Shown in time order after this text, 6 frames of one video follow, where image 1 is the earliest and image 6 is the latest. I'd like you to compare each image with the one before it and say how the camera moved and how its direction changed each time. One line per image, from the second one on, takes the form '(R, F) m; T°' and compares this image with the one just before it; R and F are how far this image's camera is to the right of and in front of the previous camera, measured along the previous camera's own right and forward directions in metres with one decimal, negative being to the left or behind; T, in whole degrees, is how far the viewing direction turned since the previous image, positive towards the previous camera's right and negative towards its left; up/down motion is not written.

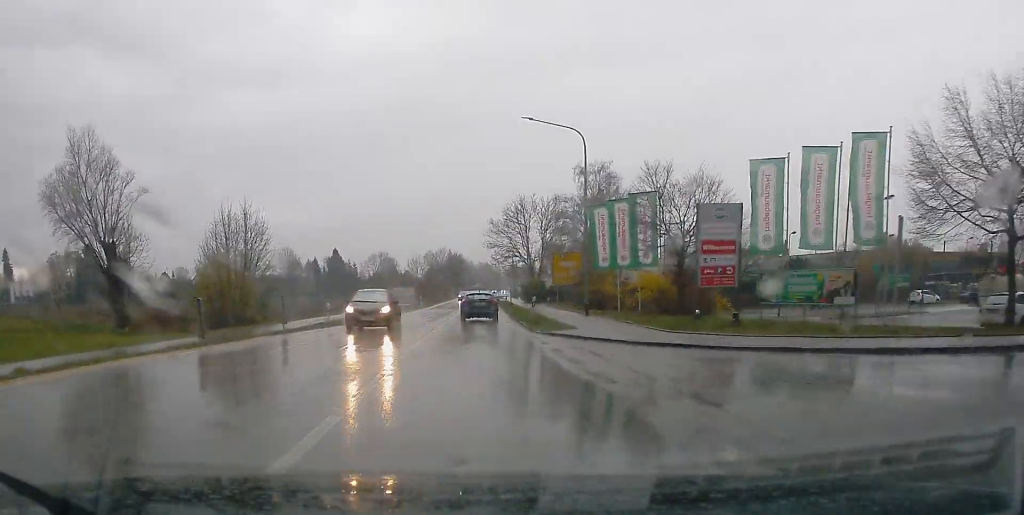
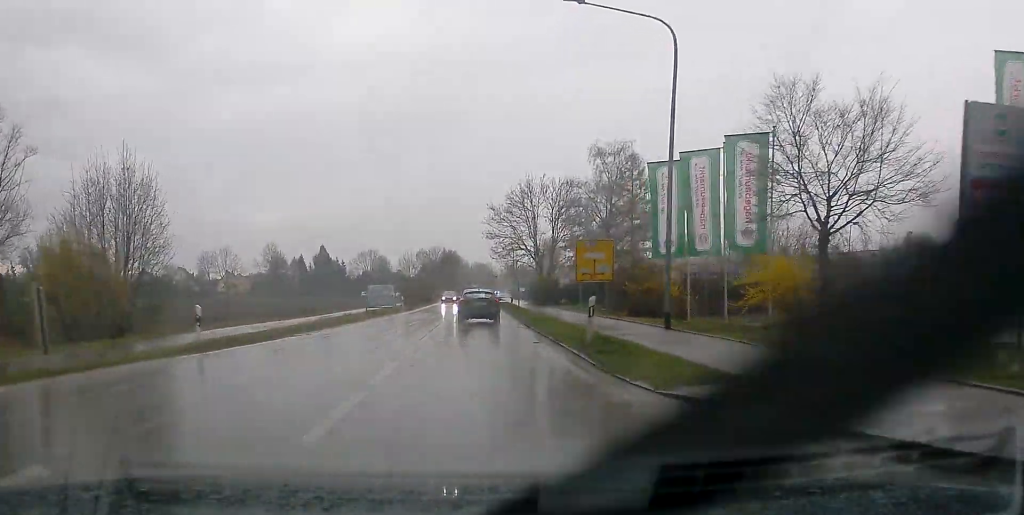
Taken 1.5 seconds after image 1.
(-0.1, +16.8) m; 0°
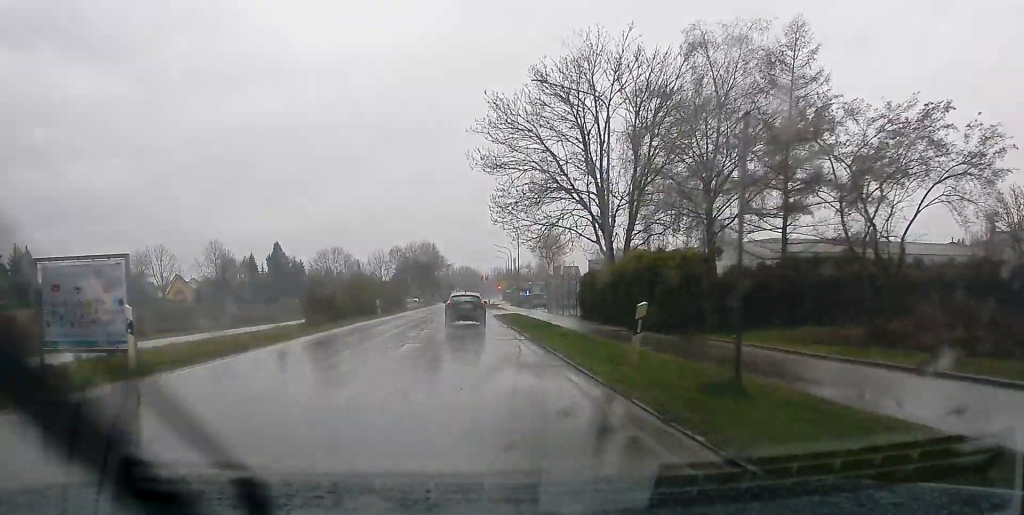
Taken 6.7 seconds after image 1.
(+0.2, +48.7) m; -1°
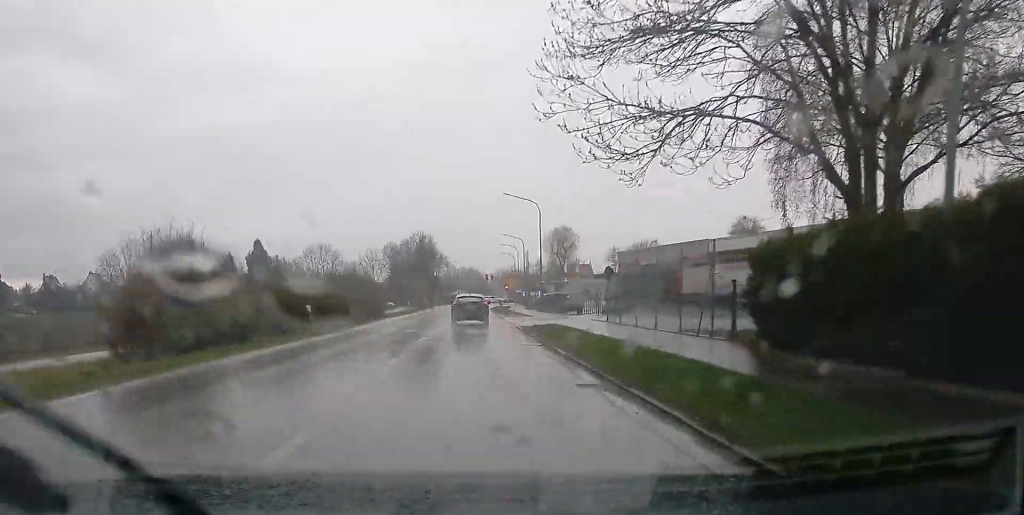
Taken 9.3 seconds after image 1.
(0.0, +23.6) m; +2°
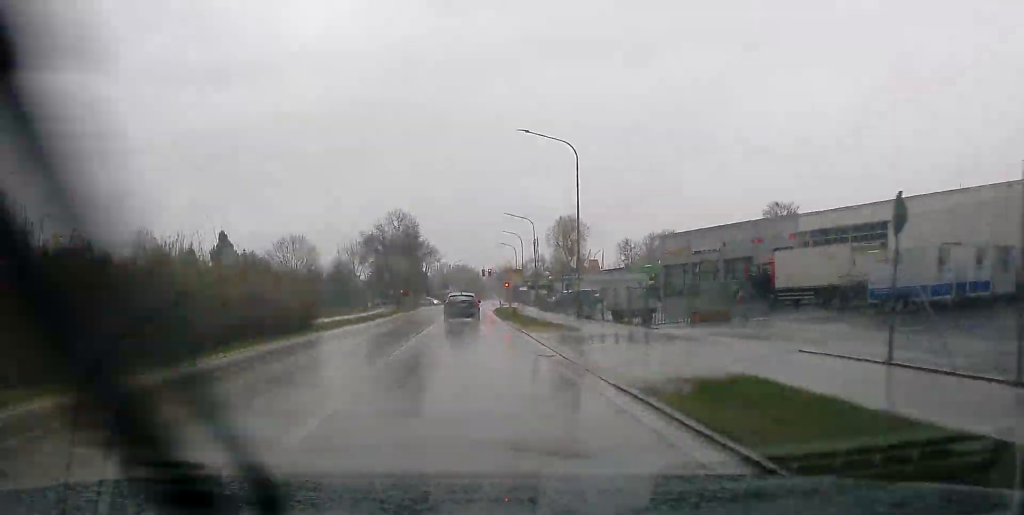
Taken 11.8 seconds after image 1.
(+0.6, +23.1) m; +2°
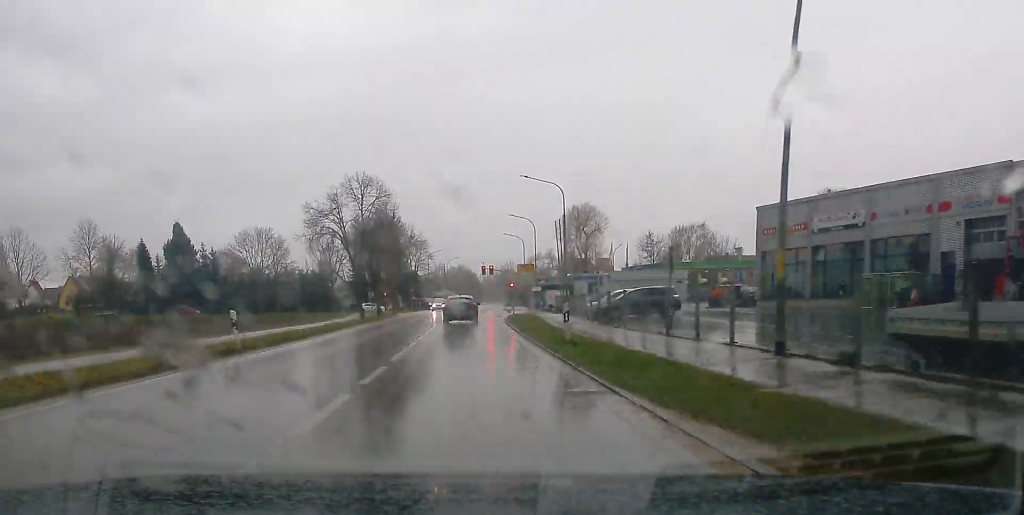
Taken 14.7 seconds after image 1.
(+0.1, +26.1) m; 0°
